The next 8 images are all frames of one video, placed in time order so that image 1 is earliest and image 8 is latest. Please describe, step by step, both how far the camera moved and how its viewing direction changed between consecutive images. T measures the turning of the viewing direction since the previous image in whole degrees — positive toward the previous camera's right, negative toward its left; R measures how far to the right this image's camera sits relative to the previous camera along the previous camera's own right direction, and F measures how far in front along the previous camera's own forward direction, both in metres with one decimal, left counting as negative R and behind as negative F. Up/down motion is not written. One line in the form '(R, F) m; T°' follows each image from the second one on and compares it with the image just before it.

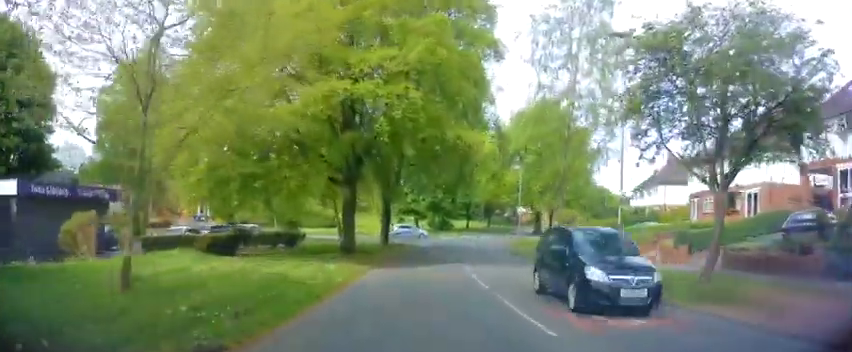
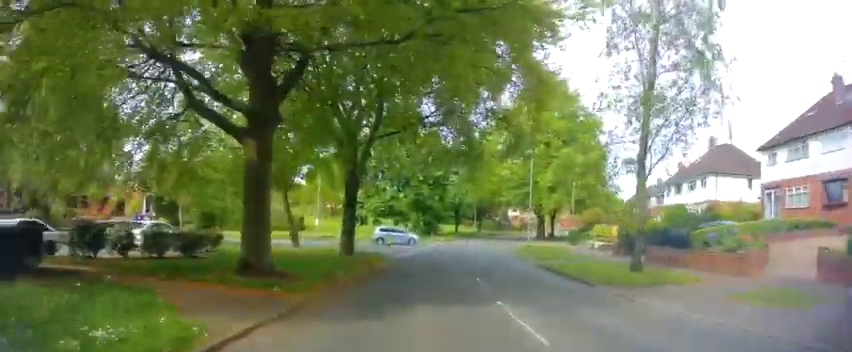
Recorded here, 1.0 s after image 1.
(+1.2, +12.0) m; +5°
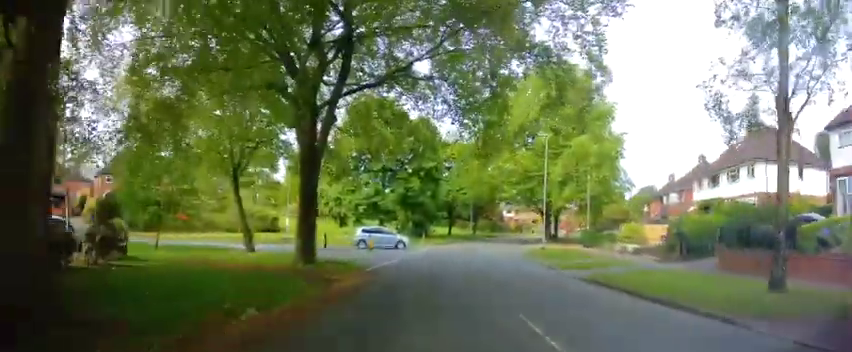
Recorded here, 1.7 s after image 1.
(-0.1, +7.6) m; 0°
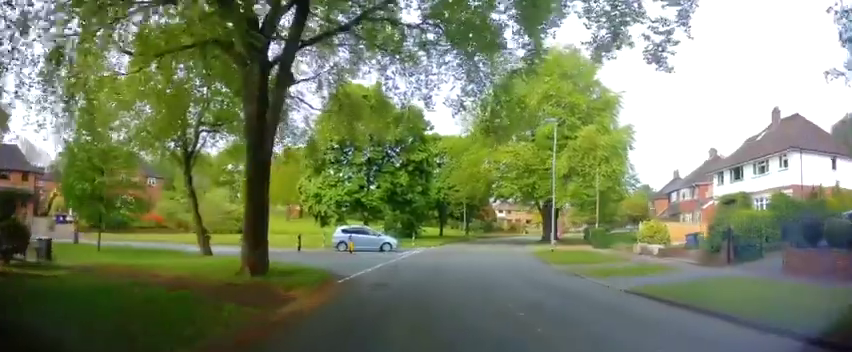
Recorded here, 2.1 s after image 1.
(0.0, +4.6) m; 0°
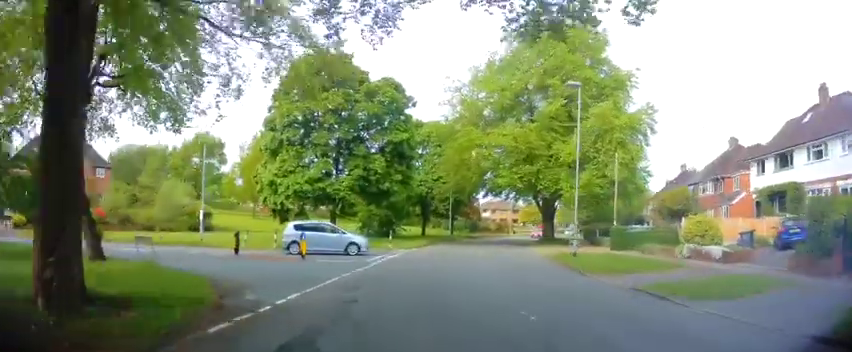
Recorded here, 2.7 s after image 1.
(0.0, +7.3) m; +2°
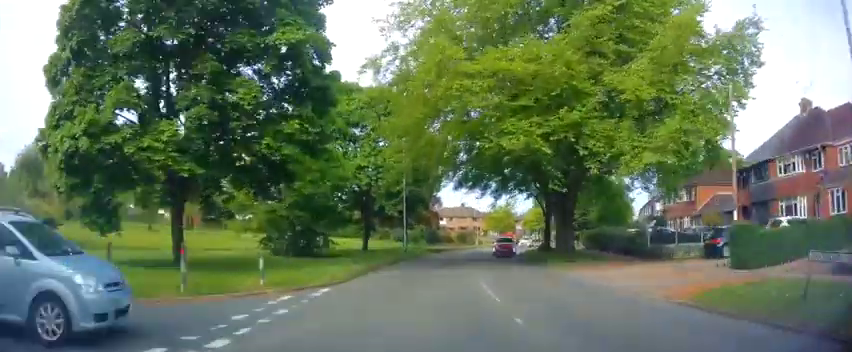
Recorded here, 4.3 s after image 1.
(+1.0, +17.6) m; +8°
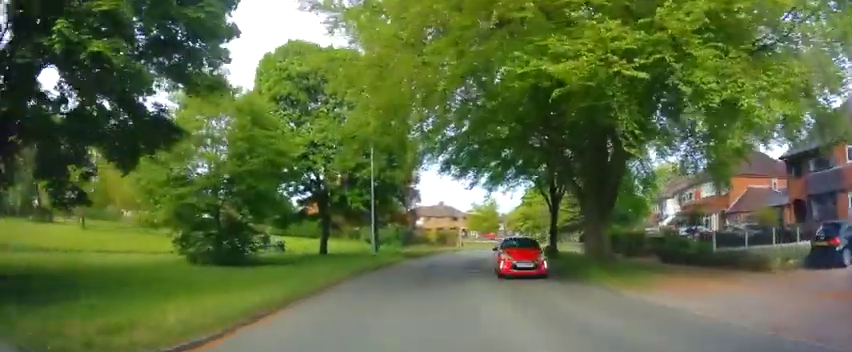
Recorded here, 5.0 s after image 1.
(+0.3, +8.7) m; +4°
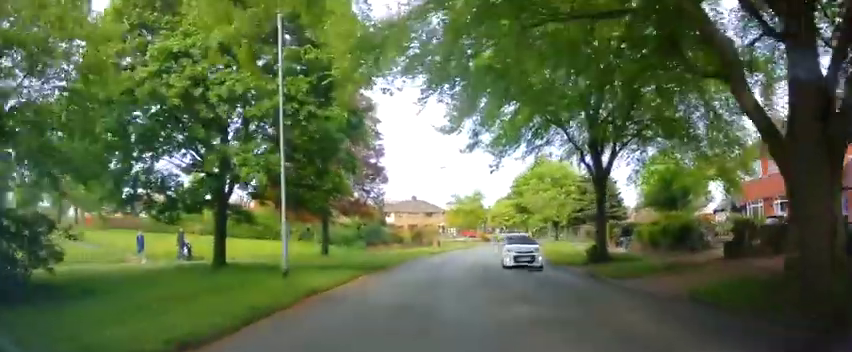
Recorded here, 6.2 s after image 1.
(+0.6, +13.0) m; +3°
